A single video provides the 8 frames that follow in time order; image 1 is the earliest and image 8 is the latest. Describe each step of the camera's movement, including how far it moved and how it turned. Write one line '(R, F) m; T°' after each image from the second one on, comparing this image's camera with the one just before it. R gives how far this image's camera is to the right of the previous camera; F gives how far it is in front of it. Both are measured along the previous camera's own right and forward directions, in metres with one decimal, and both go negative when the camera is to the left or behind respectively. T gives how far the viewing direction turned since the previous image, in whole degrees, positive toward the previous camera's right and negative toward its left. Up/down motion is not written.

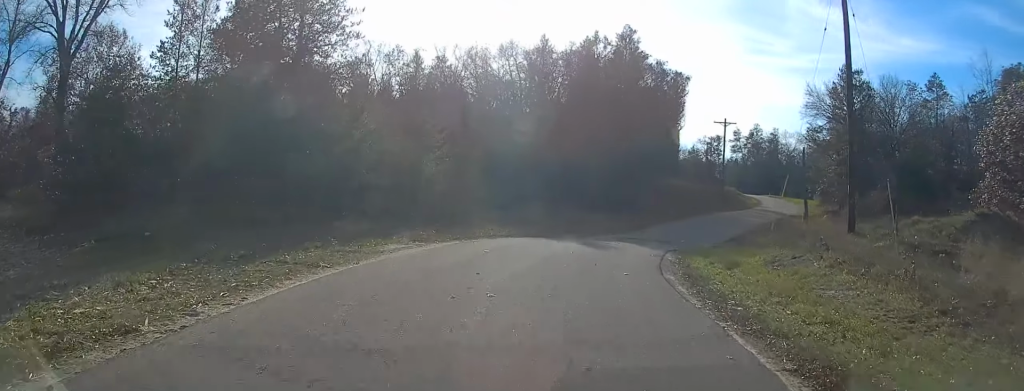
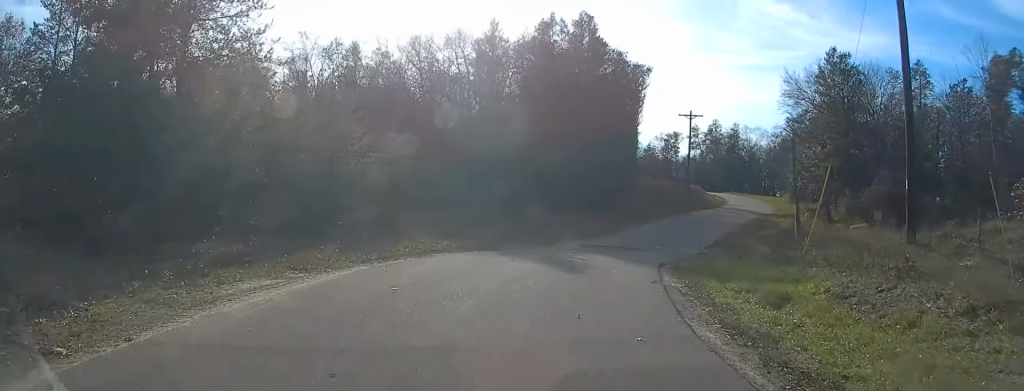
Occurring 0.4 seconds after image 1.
(+0.1, +7.0) m; +3°
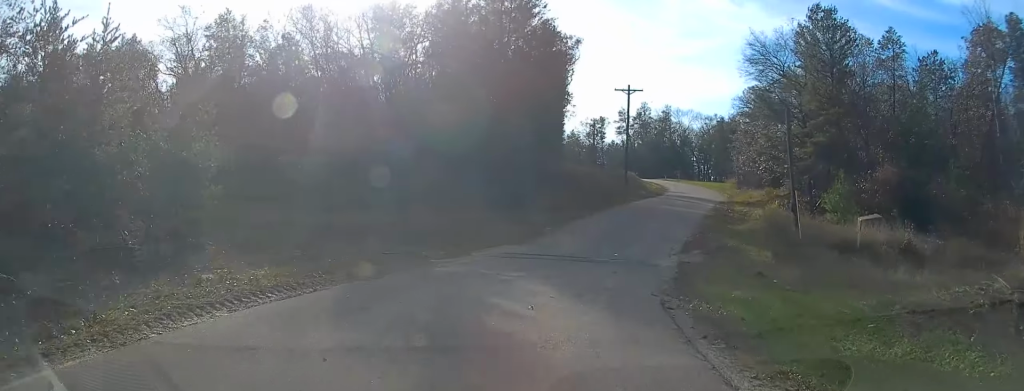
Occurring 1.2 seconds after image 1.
(+0.6, +11.1) m; +5°
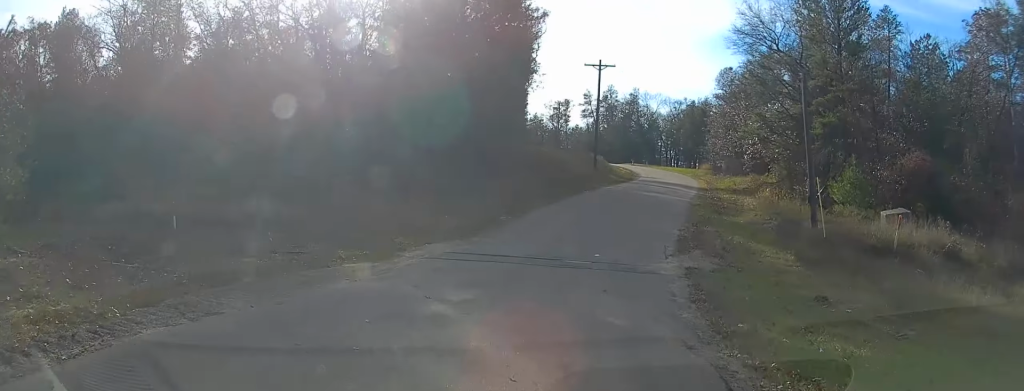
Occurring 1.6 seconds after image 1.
(+0.2, +5.9) m; +2°
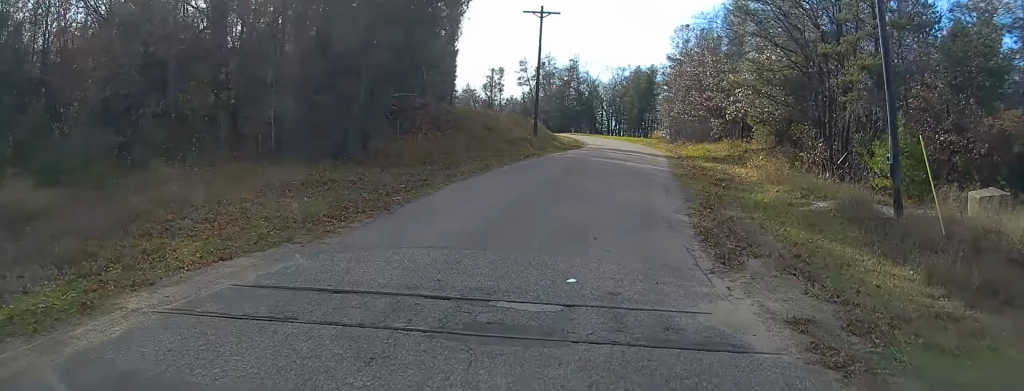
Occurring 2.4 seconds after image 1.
(+0.2, +10.4) m; +4°
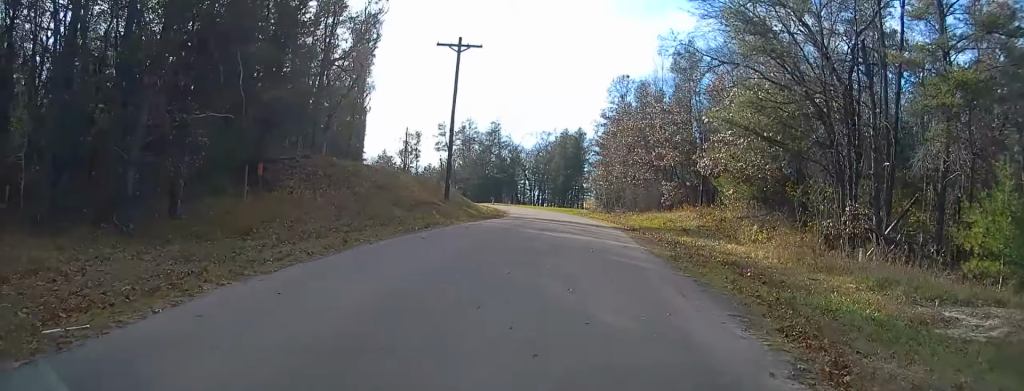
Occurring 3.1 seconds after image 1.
(+0.5, +10.5) m; +5°
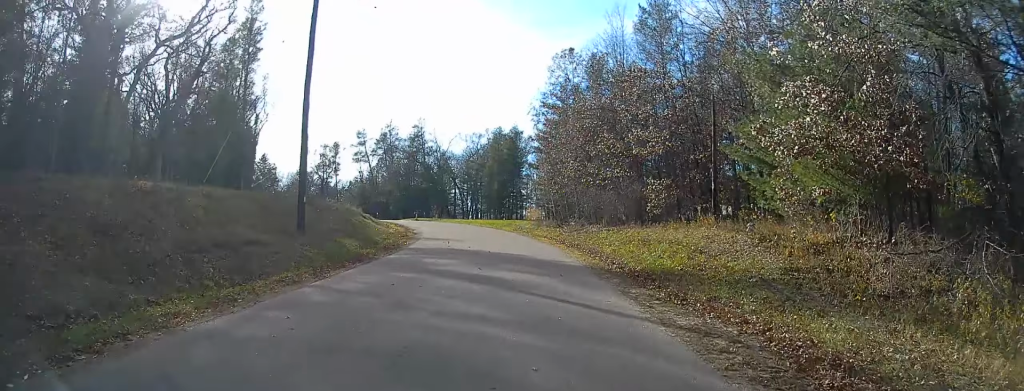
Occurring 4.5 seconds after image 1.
(+1.1, +17.0) m; +6°
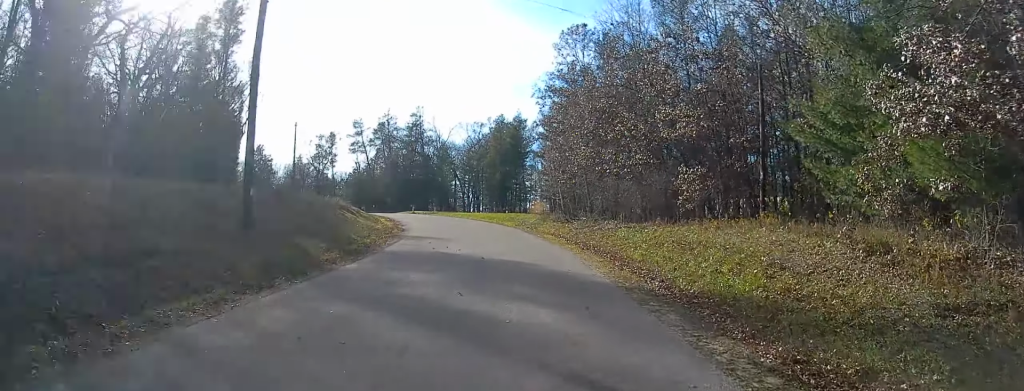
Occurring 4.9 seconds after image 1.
(+0.1, +5.5) m; +1°
